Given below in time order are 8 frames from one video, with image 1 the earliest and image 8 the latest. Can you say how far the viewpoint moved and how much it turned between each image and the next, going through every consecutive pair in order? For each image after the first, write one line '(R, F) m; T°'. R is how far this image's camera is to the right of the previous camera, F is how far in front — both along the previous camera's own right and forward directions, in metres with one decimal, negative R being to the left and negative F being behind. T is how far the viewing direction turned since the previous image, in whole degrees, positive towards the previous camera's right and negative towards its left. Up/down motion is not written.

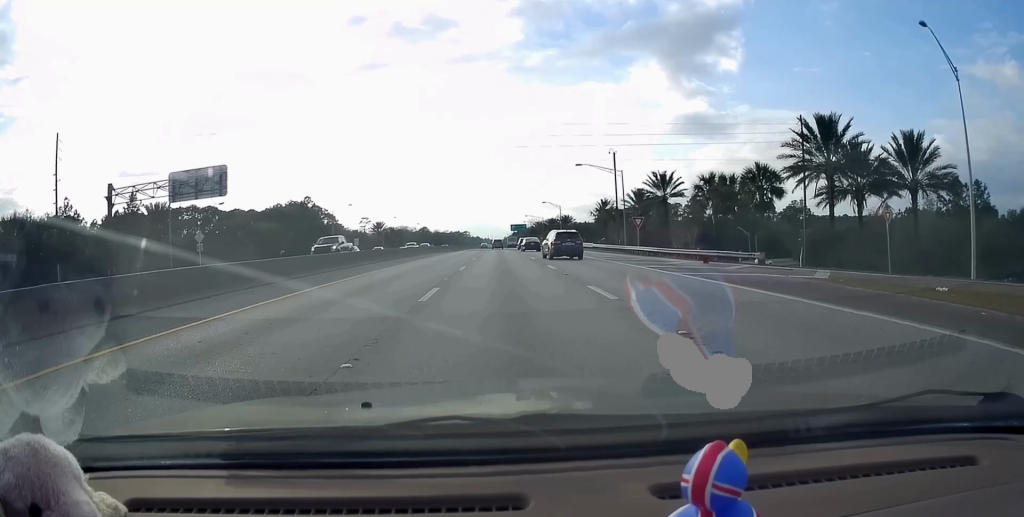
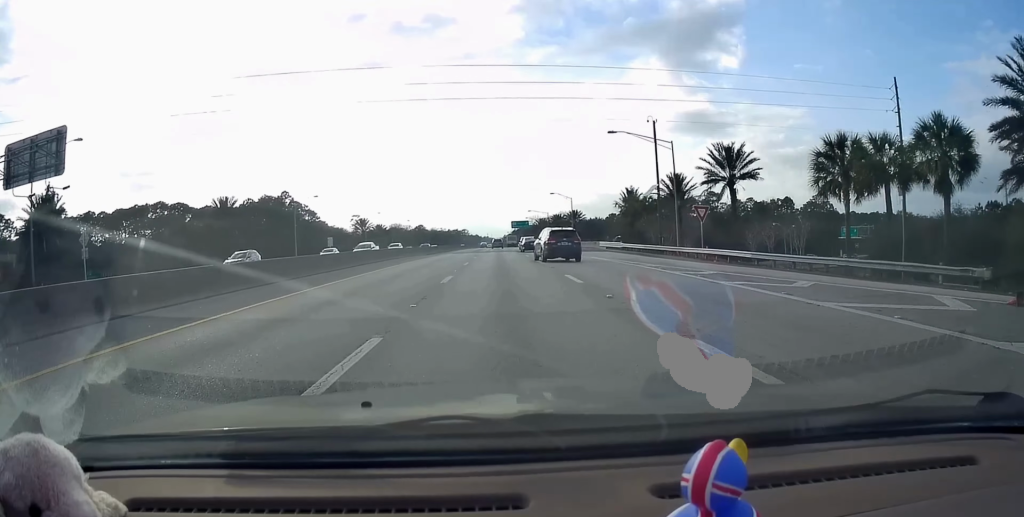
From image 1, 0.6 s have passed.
(0.0, +19.2) m; 0°
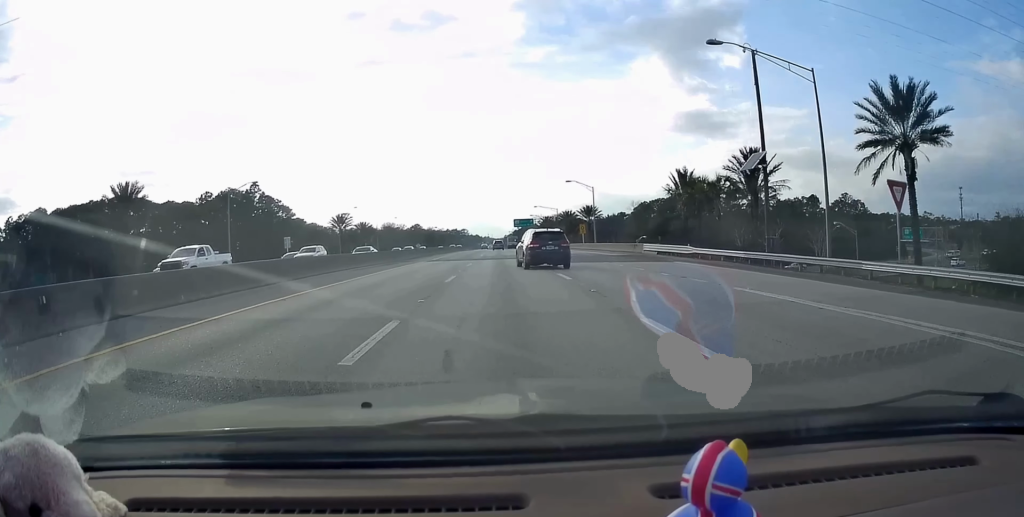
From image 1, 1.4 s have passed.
(0.0, +22.6) m; 0°
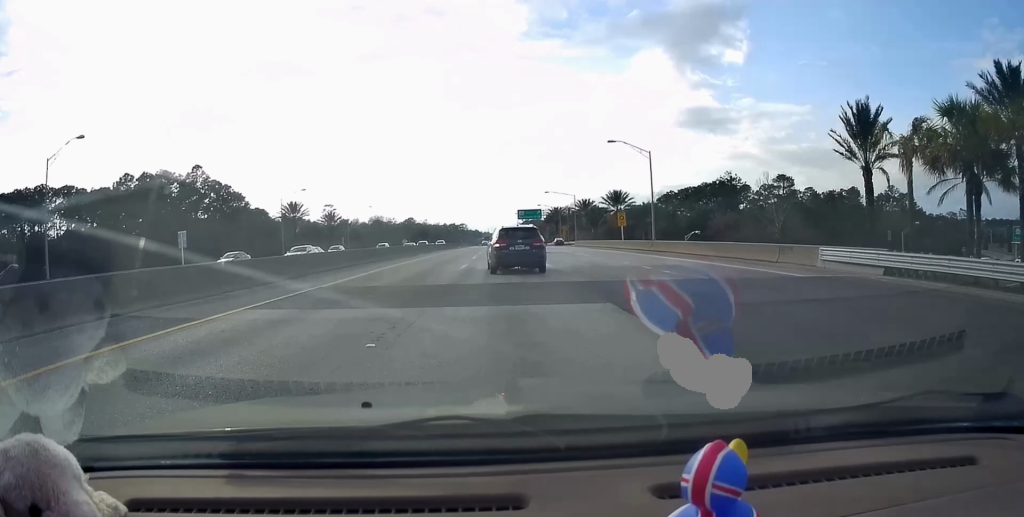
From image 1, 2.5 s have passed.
(0.0, +30.1) m; 0°
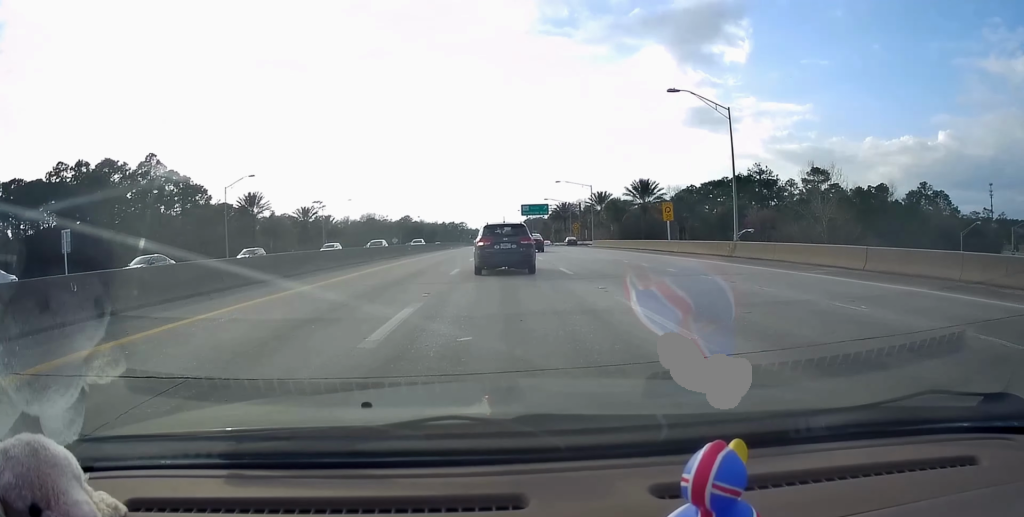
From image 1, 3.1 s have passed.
(0.0, +17.8) m; 0°
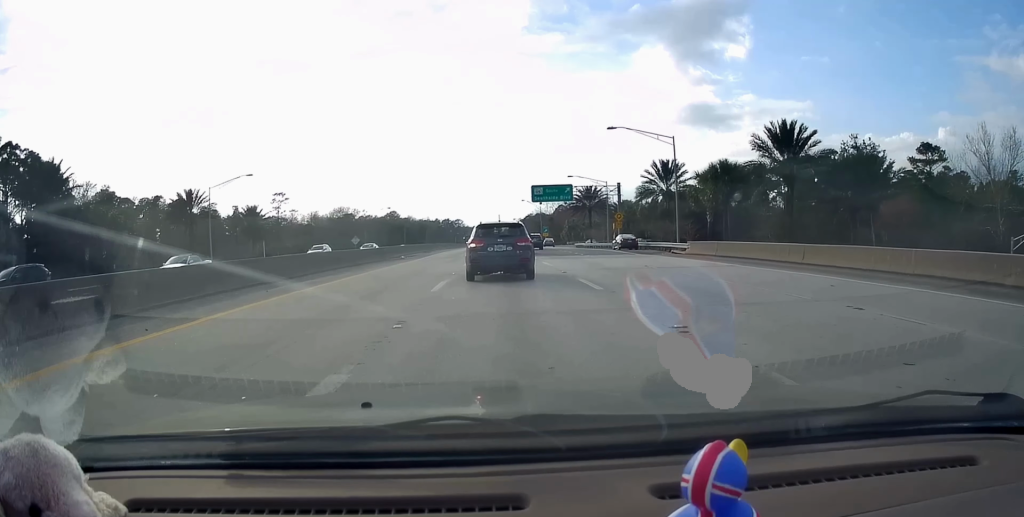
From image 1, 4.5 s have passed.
(0.0, +42.1) m; 0°
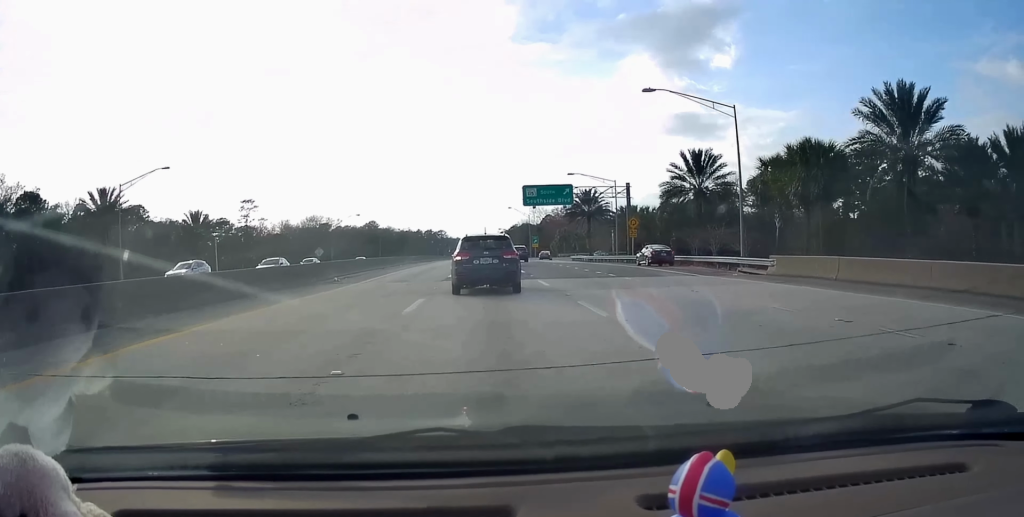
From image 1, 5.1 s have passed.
(0.0, +14.6) m; 0°
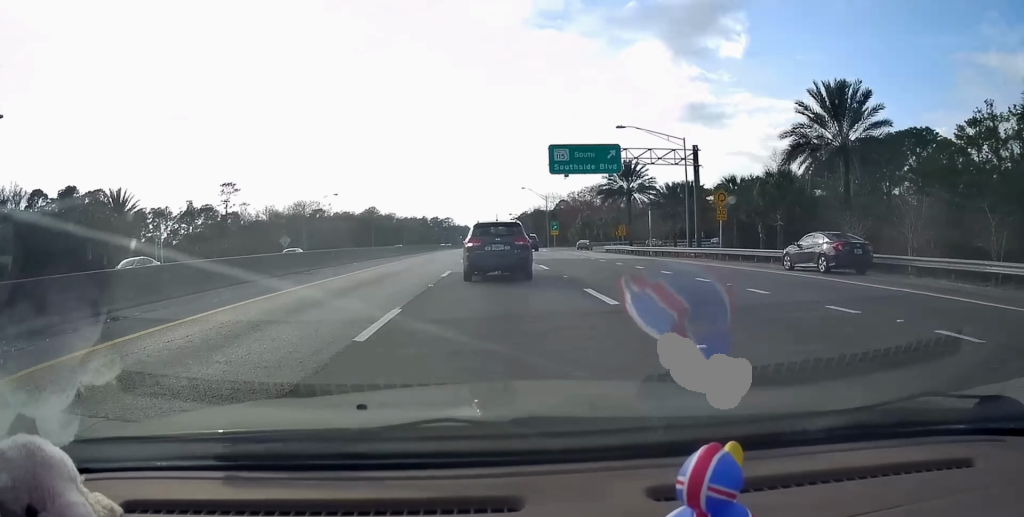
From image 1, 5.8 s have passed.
(0.0, +20.8) m; 0°
